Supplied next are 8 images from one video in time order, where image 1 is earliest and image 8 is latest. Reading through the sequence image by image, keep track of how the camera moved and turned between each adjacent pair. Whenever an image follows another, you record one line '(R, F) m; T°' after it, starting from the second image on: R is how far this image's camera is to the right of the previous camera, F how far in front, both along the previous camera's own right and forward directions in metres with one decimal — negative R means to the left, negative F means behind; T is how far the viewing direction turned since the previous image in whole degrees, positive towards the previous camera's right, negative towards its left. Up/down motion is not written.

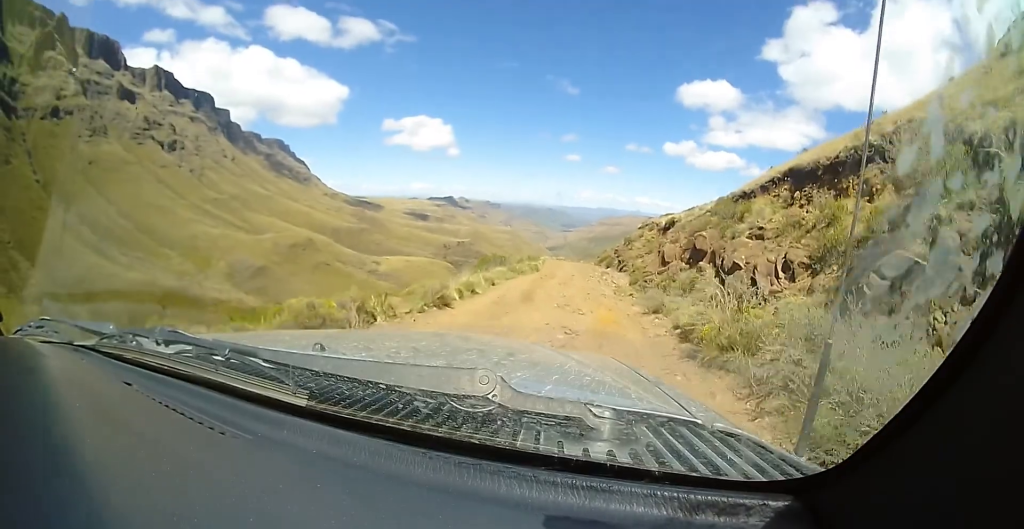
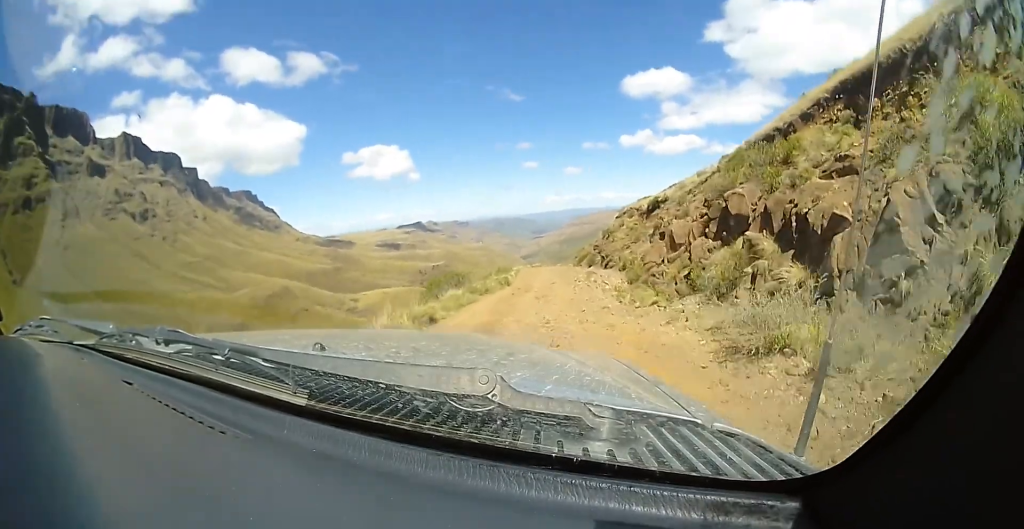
(+0.5, +6.0) m; +2°
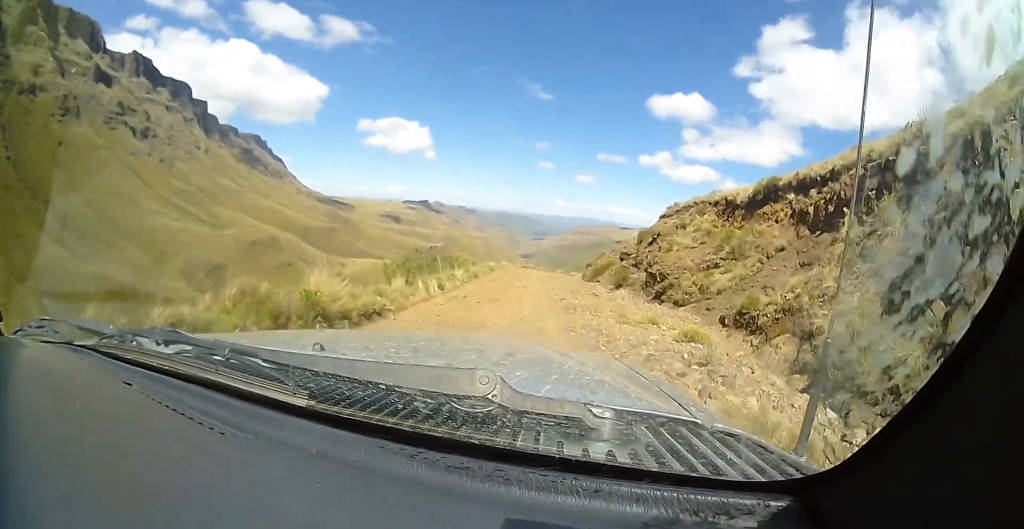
(-1.5, +20.7) m; -12°
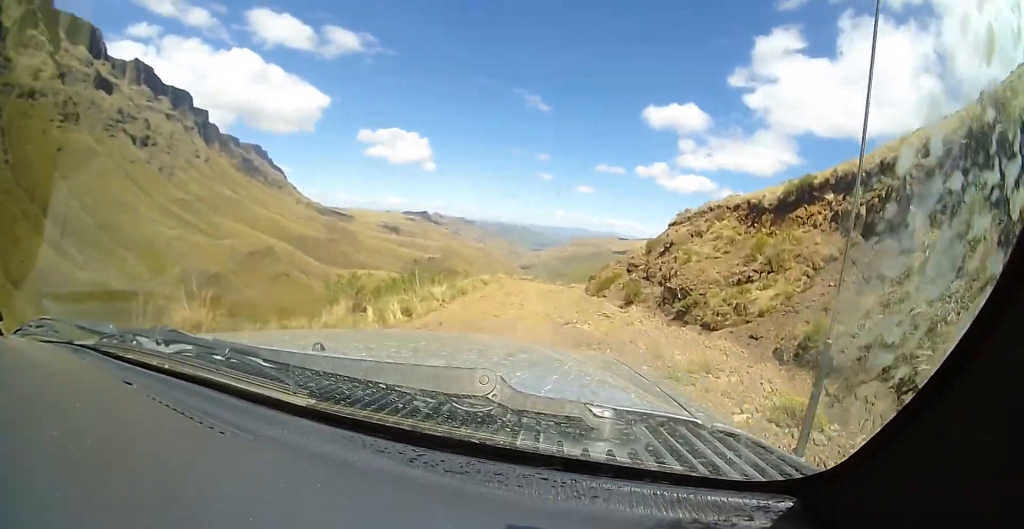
(-0.3, +5.6) m; -4°
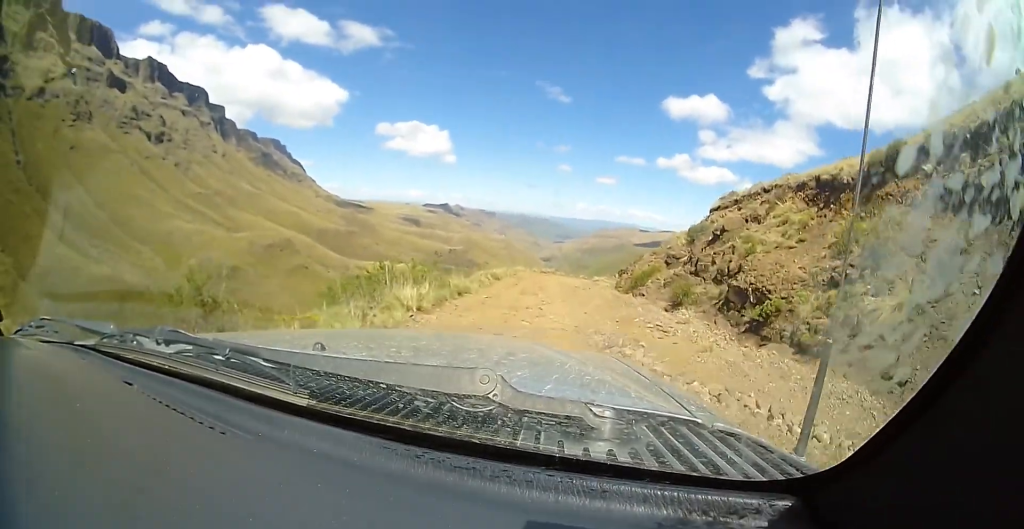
(-0.4, +7.0) m; -3°
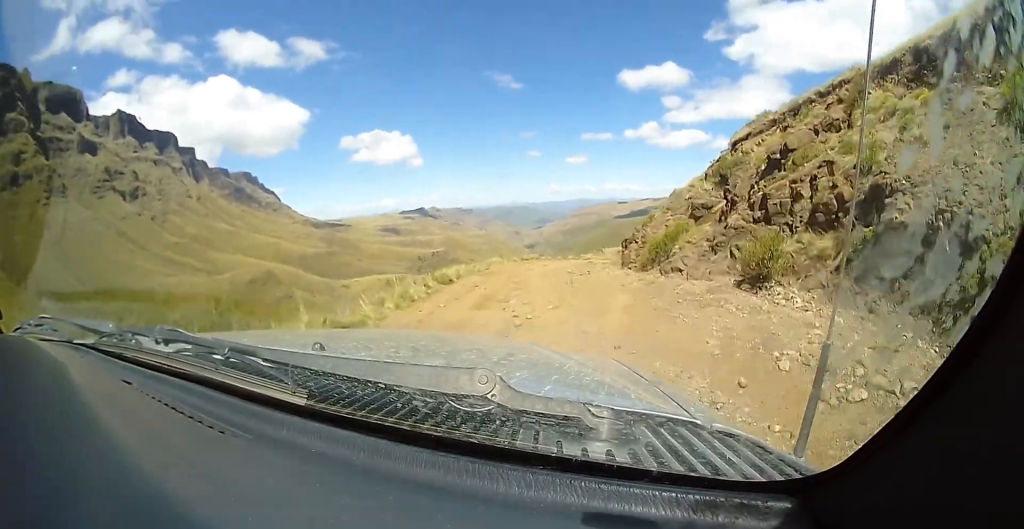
(0.0, +5.2) m; 0°
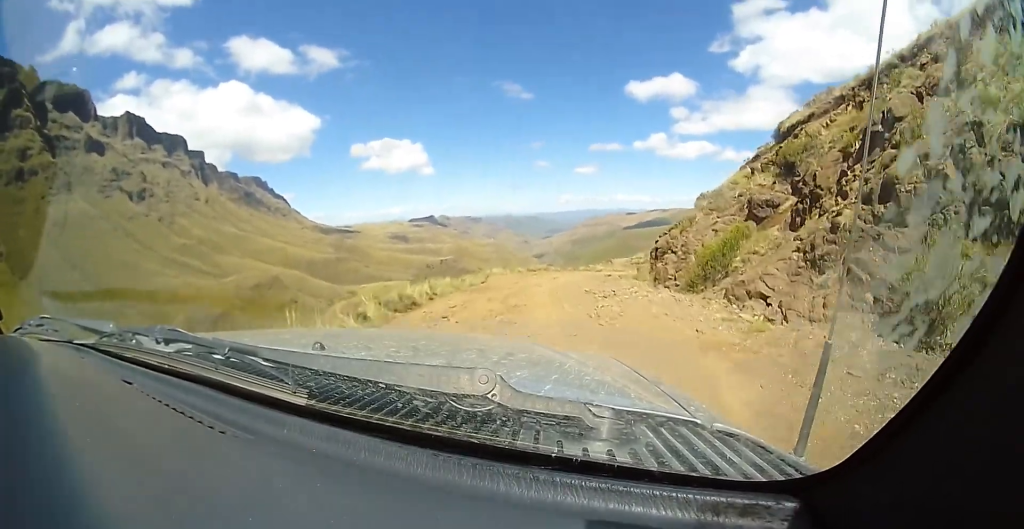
(0.0, +3.8) m; 0°
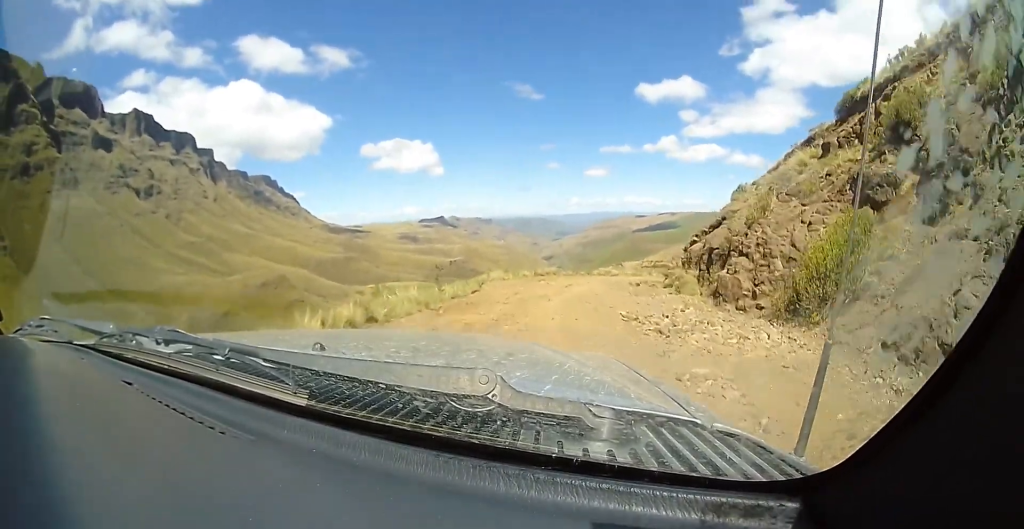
(0.0, +4.3) m; +2°
